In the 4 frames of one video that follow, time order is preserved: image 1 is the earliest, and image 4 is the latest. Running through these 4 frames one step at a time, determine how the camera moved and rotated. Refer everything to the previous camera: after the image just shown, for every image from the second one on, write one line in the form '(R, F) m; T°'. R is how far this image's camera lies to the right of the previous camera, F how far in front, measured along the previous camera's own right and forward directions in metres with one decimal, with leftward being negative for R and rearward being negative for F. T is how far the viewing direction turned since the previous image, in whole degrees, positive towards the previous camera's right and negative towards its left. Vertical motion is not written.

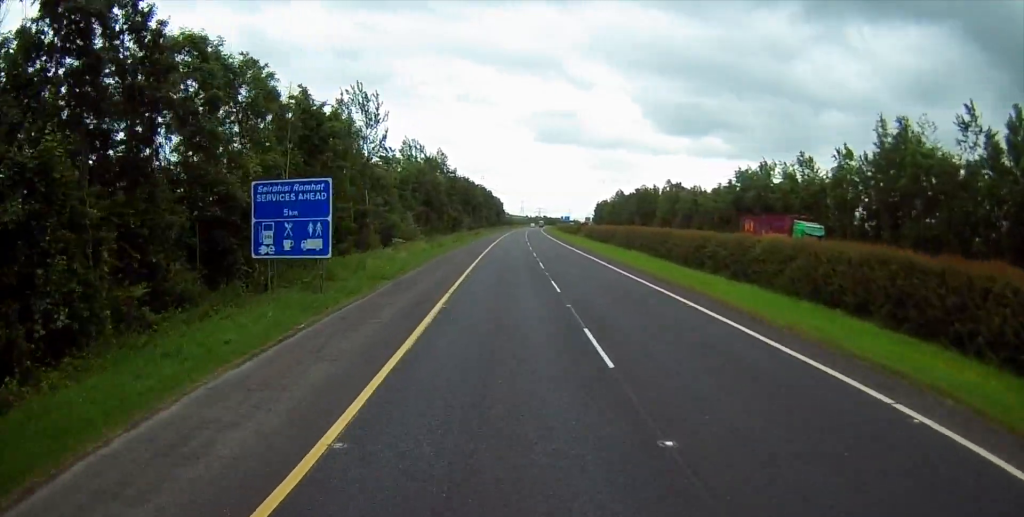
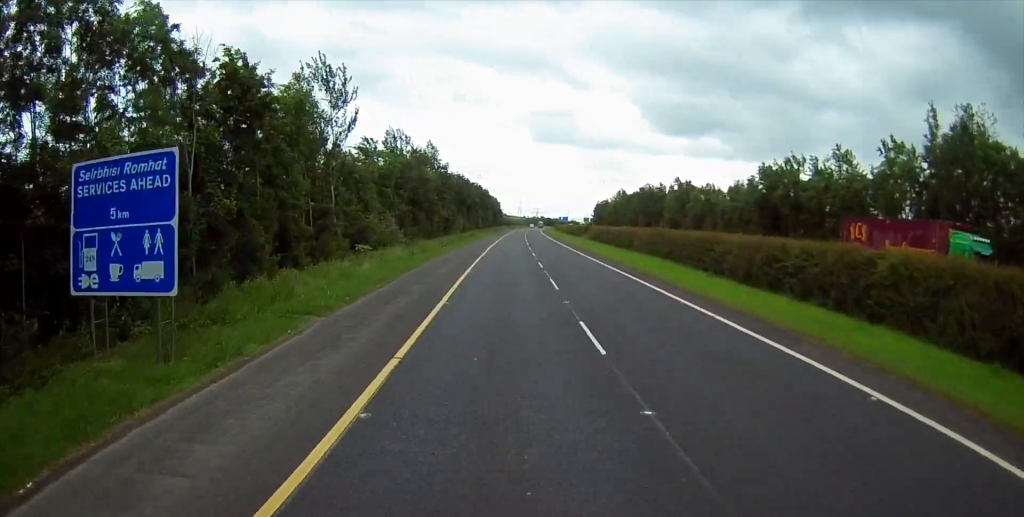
(+0.2, +10.9) m; 0°
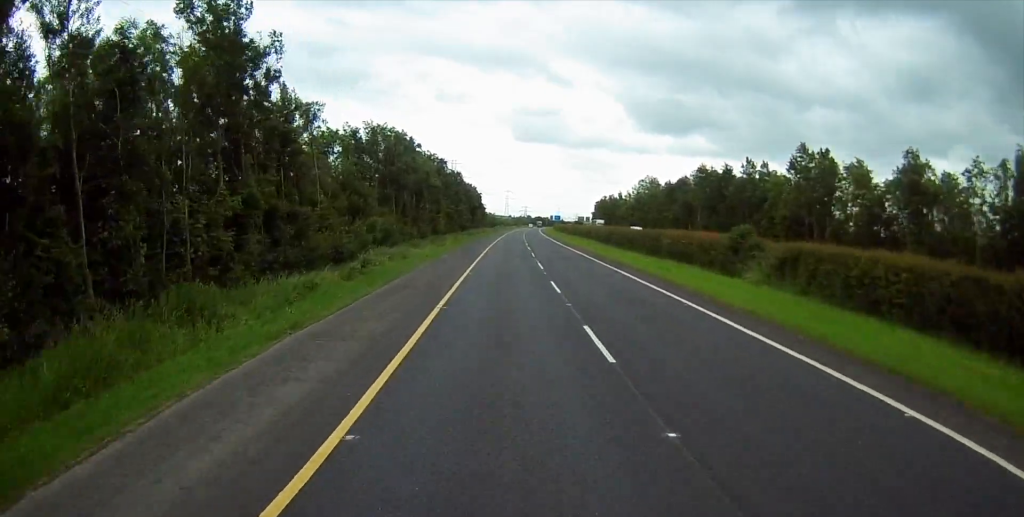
(+0.7, +72.9) m; +2°
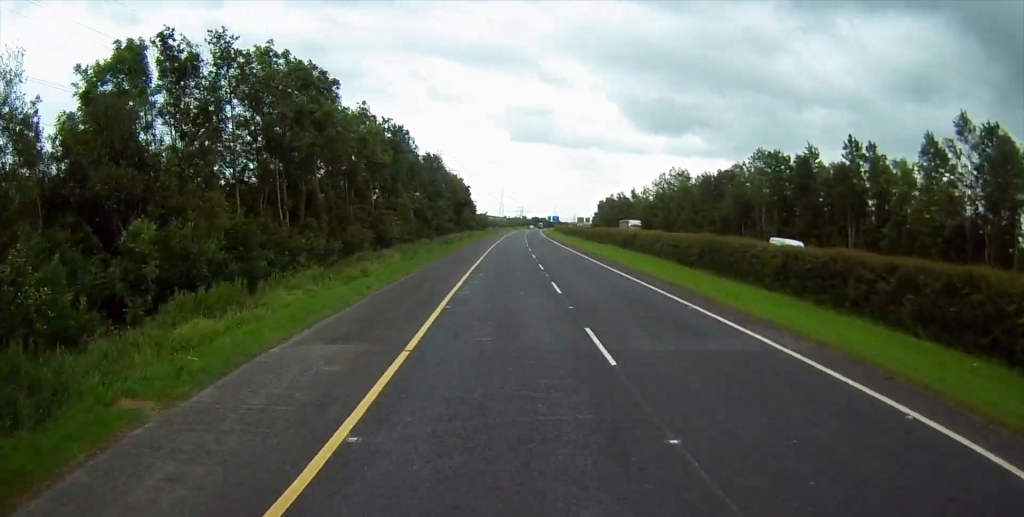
(-0.2, +35.8) m; 0°
